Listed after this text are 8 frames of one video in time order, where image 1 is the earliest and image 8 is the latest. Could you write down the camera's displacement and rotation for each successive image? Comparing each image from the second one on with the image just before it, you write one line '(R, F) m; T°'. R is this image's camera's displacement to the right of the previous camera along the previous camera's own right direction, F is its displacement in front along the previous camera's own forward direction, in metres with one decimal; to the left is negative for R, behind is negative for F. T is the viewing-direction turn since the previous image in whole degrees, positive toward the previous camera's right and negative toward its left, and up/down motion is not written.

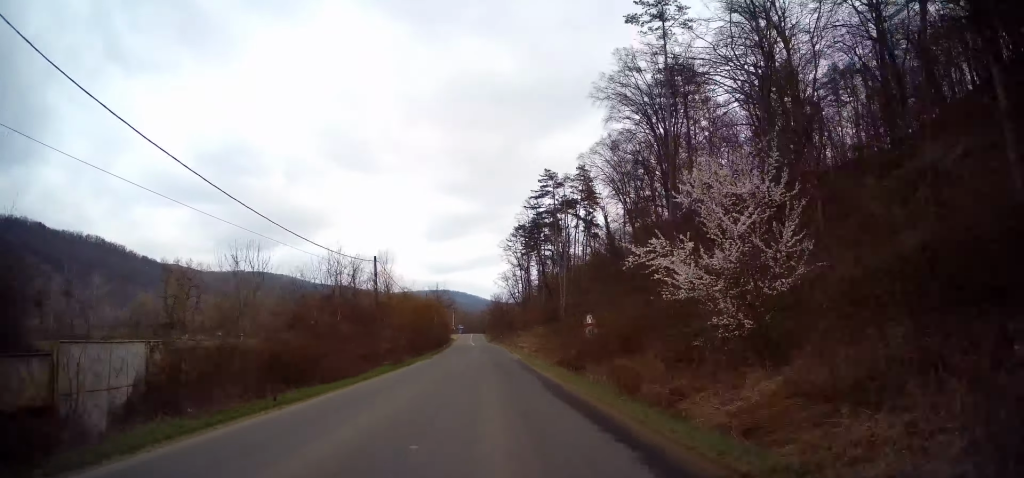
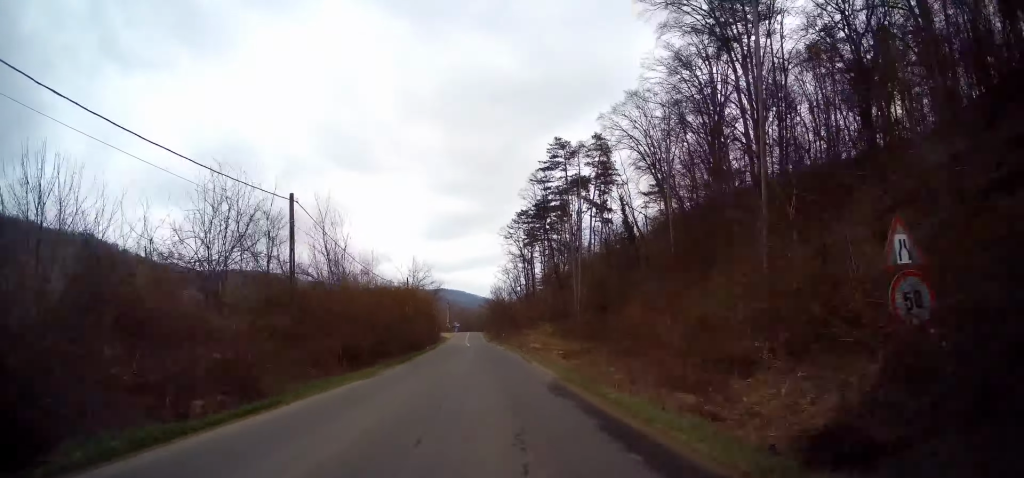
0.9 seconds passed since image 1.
(0.0, +17.5) m; +1°
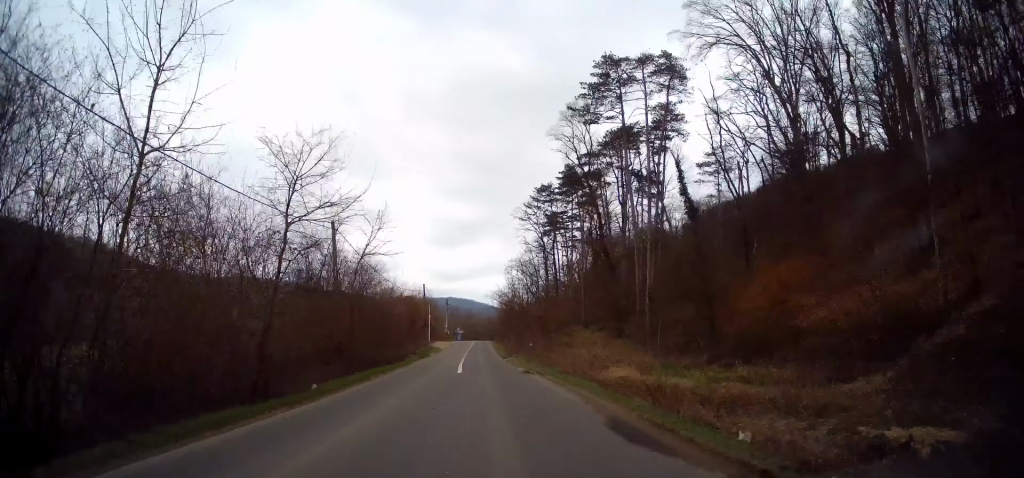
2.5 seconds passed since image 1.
(+0.4, +32.5) m; -1°
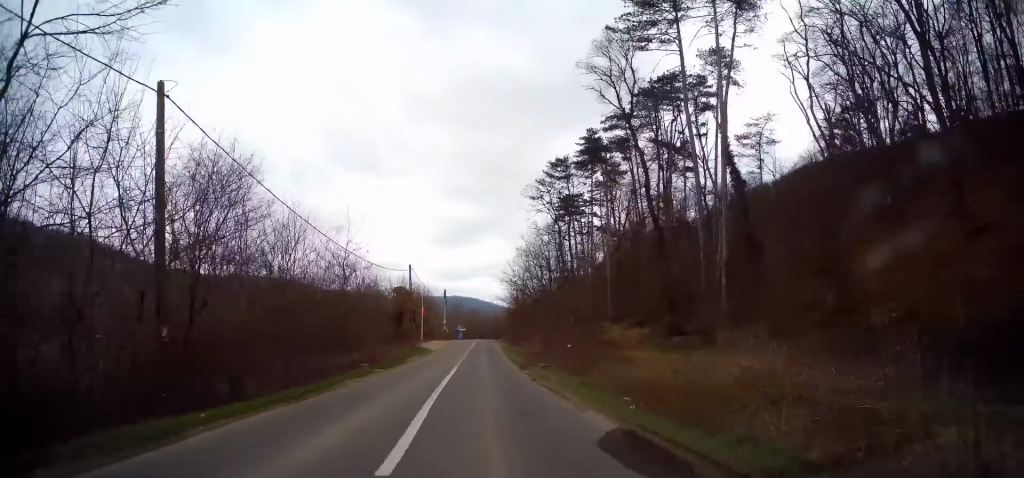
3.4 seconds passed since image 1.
(-0.5, +17.0) m; -1°
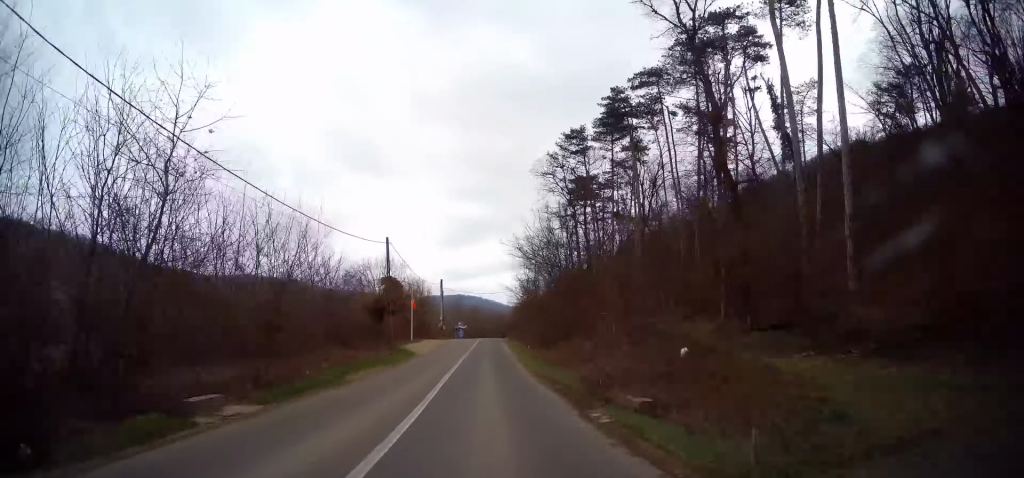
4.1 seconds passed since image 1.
(+0.3, +13.5) m; 0°
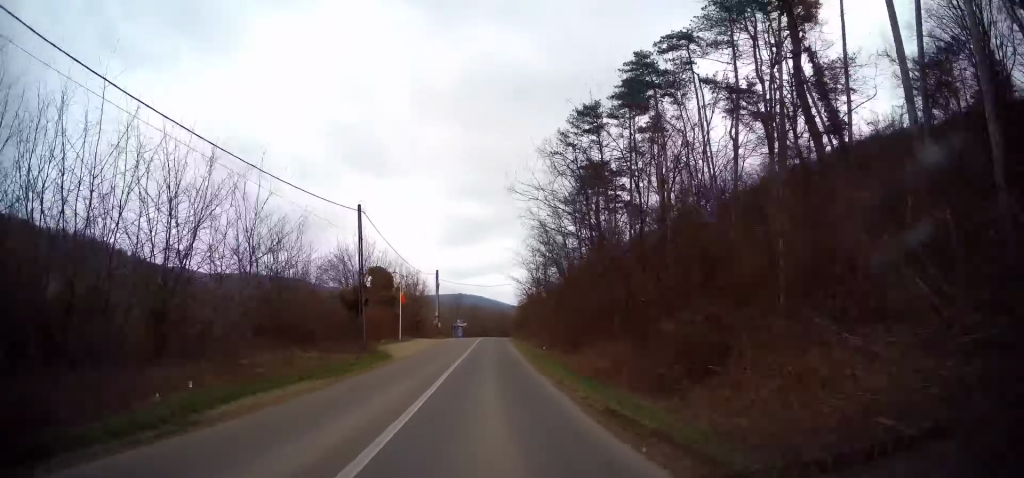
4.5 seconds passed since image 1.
(0.0, +8.9) m; 0°
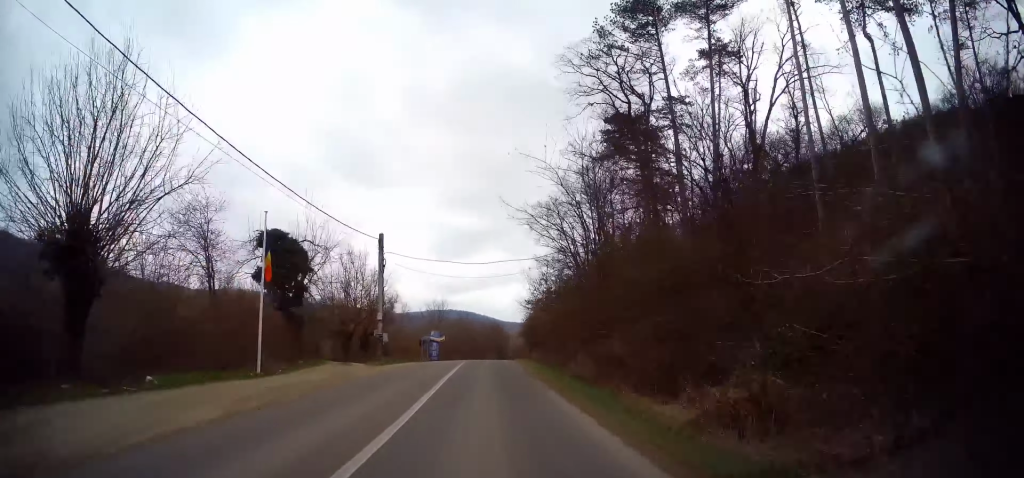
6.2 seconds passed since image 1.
(-0.5, +29.6) m; -1°
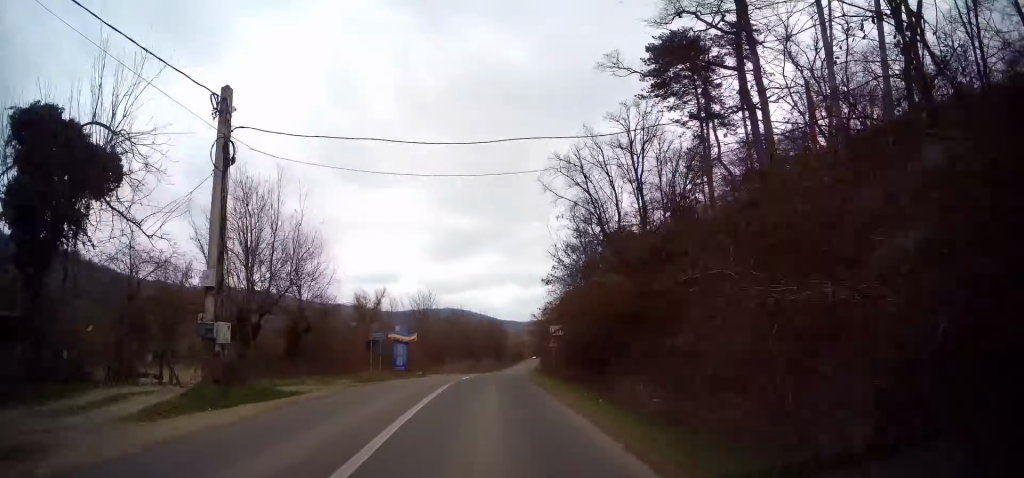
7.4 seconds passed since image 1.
(+0.3, +21.2) m; +2°
